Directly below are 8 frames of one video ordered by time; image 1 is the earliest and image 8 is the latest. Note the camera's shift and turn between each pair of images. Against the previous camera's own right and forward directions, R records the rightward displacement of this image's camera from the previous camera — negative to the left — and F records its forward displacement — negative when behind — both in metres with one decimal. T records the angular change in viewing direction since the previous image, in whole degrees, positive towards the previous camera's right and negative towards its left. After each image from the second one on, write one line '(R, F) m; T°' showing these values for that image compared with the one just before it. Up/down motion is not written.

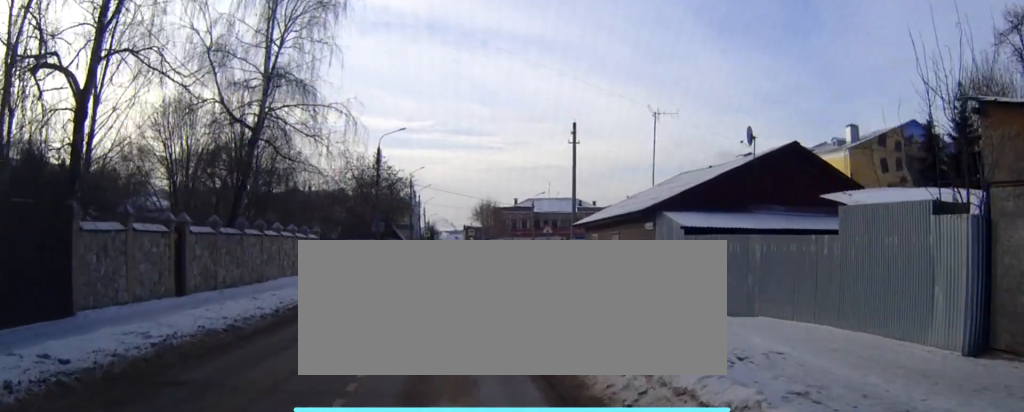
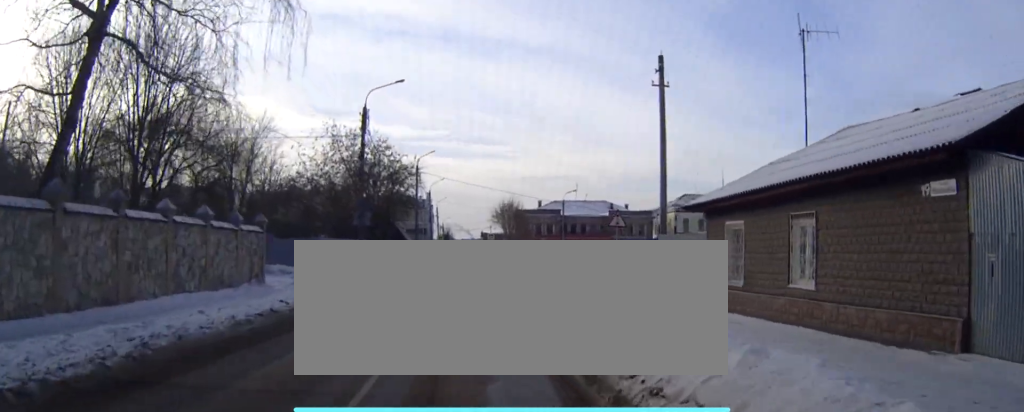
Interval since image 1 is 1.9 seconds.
(-0.3, +16.7) m; -4°
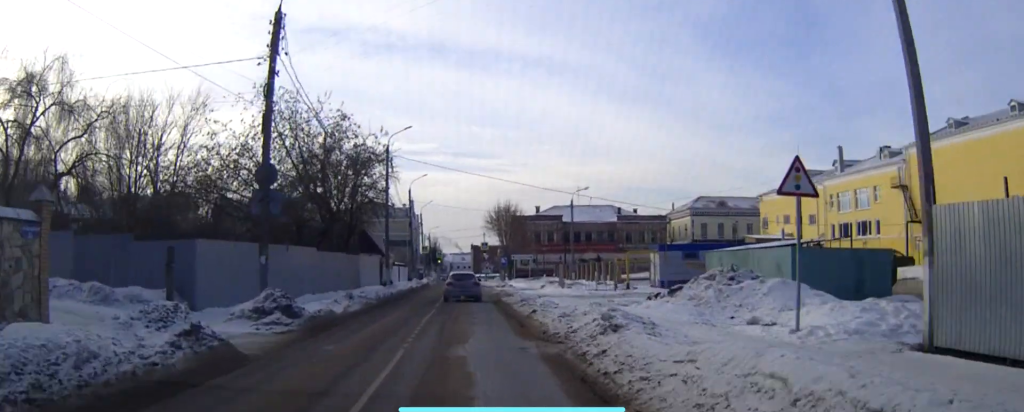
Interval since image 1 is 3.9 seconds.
(+0.2, +17.8) m; +2°
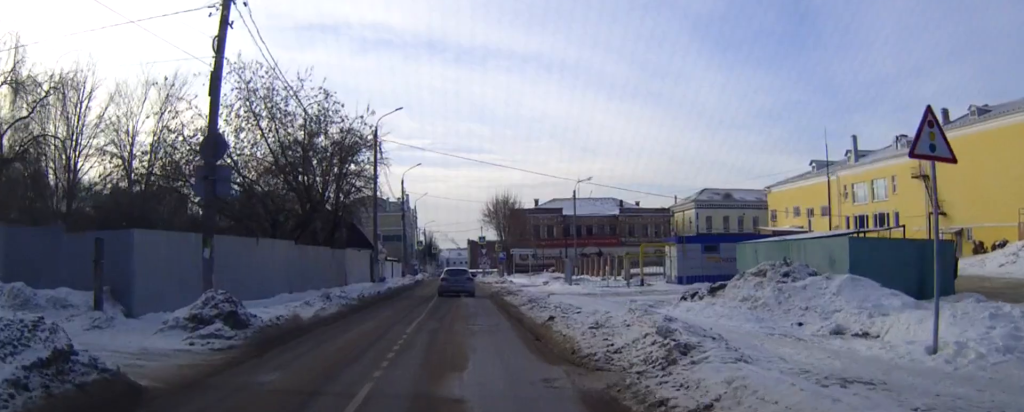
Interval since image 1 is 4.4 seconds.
(+0.1, +4.6) m; -2°
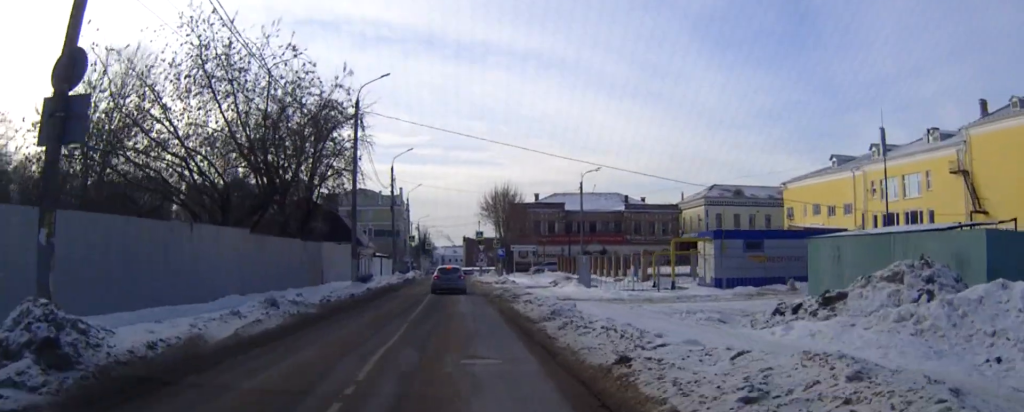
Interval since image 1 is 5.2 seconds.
(-0.4, +7.0) m; -3°
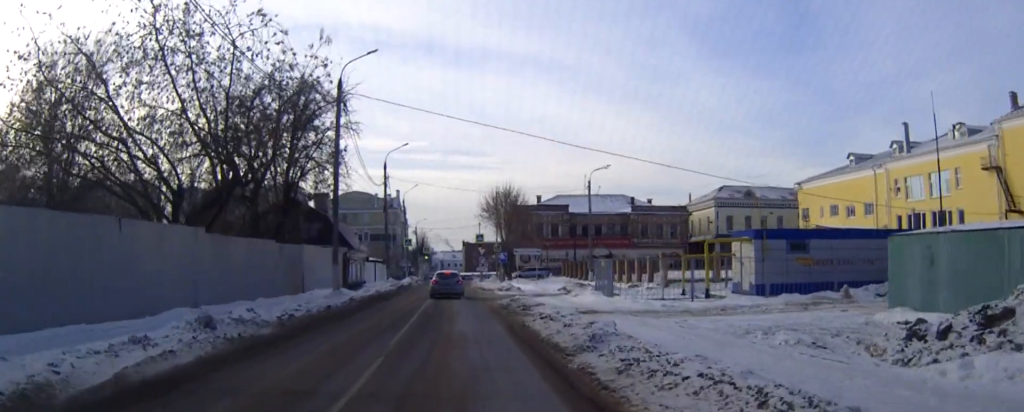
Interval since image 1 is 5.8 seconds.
(-0.1, +5.0) m; -1°
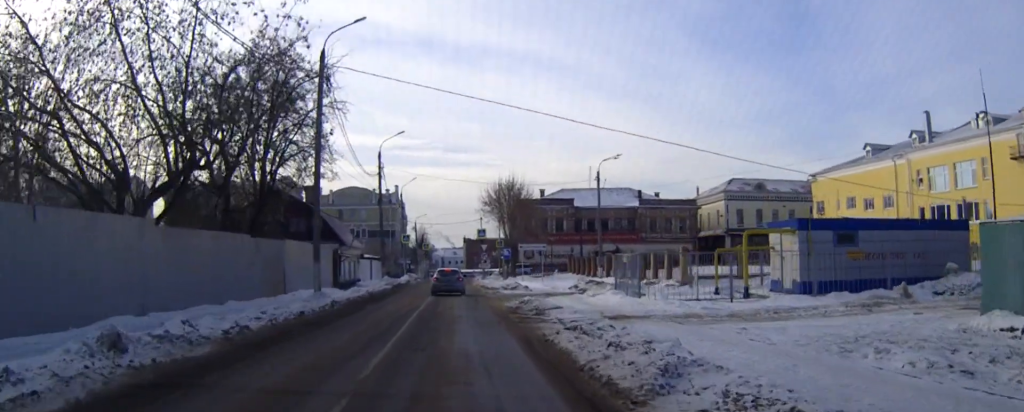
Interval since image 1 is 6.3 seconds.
(0.0, +4.1) m; 0°
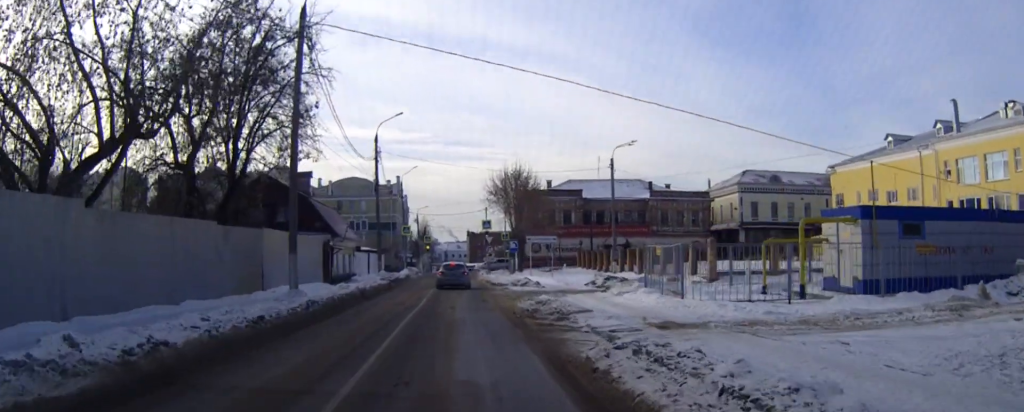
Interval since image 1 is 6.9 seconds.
(0.0, +4.2) m; 0°
